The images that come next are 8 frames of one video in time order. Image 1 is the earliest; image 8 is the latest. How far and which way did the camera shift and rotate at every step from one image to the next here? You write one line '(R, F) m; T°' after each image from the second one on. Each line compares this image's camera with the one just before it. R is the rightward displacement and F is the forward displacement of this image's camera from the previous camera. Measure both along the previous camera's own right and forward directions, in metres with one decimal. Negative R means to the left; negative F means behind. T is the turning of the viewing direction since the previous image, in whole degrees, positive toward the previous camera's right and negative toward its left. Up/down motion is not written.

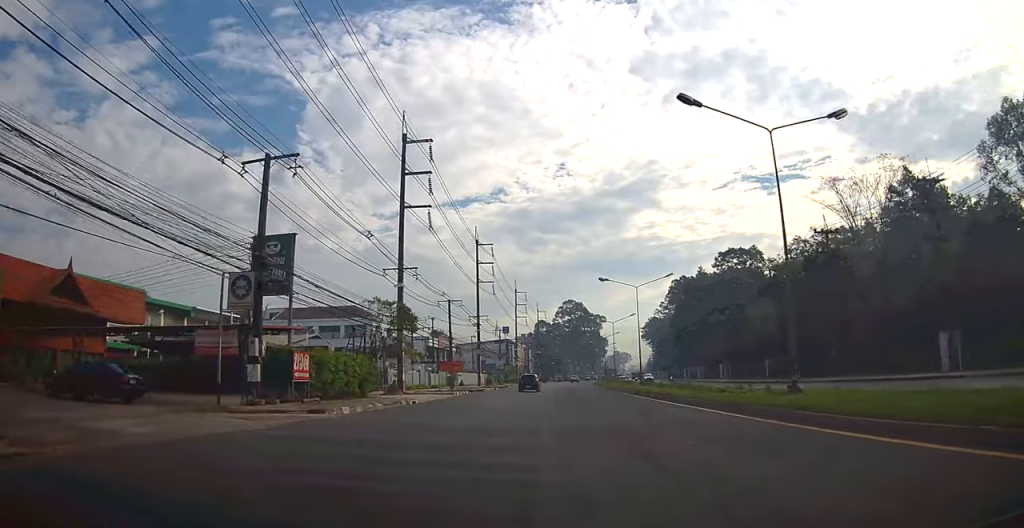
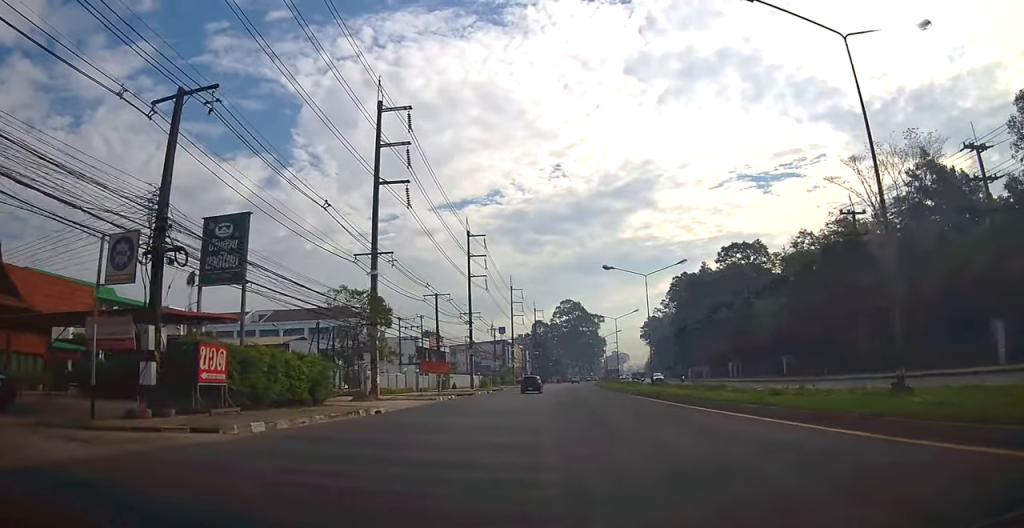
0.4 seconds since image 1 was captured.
(0.0, +5.8) m; 0°
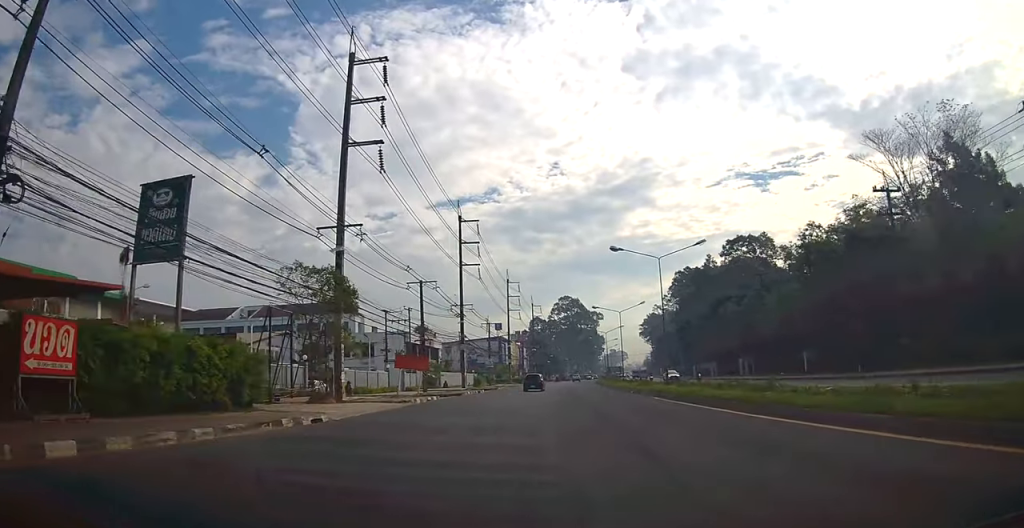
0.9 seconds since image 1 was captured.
(0.0, +5.7) m; 0°
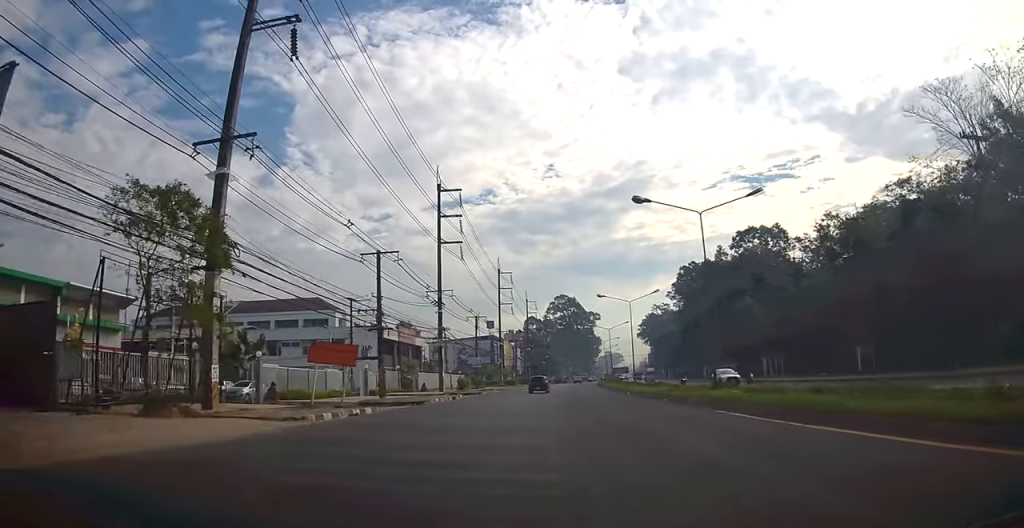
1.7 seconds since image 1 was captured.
(0.0, +11.1) m; 0°
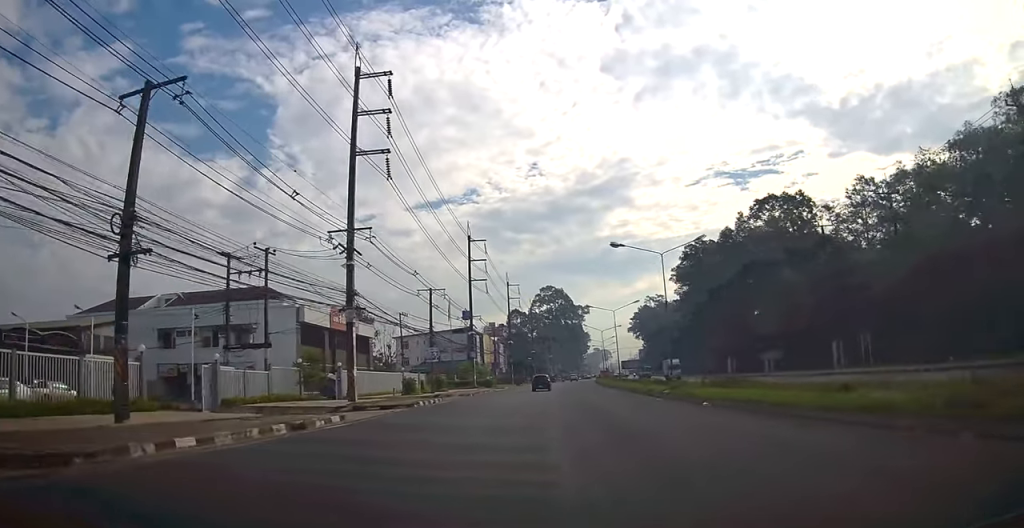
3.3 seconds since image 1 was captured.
(+0.2, +20.8) m; +2°
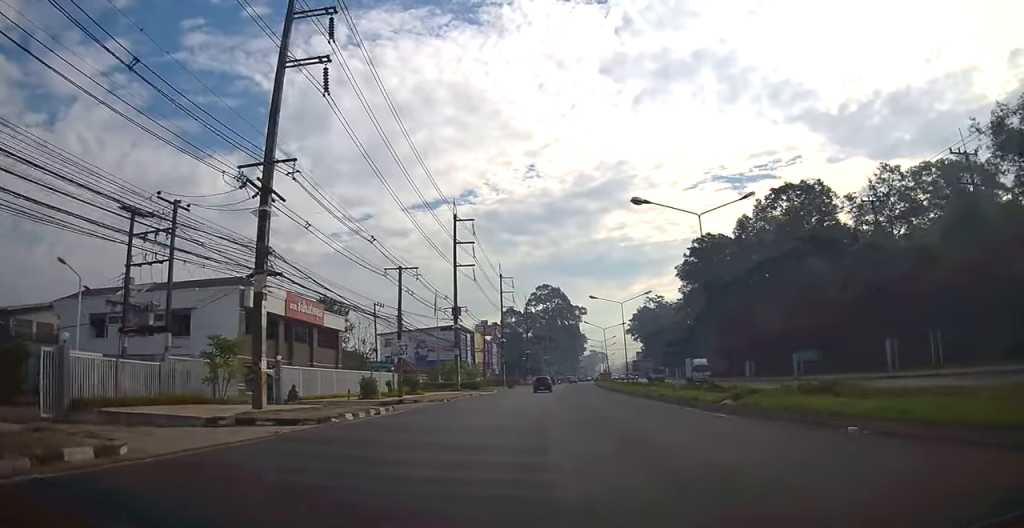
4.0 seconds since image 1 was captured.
(+0.1, +9.4) m; +1°
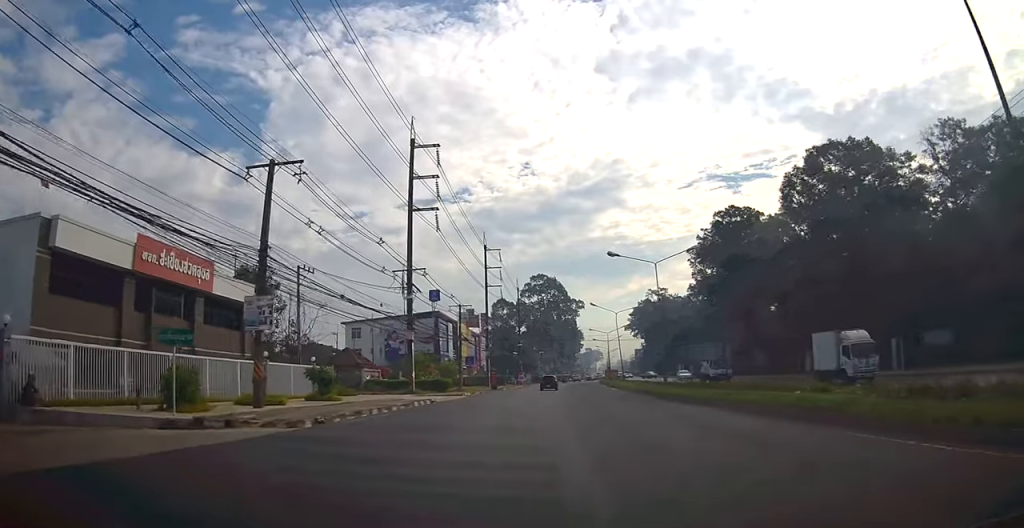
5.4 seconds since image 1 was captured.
(+0.1, +19.1) m; +1°
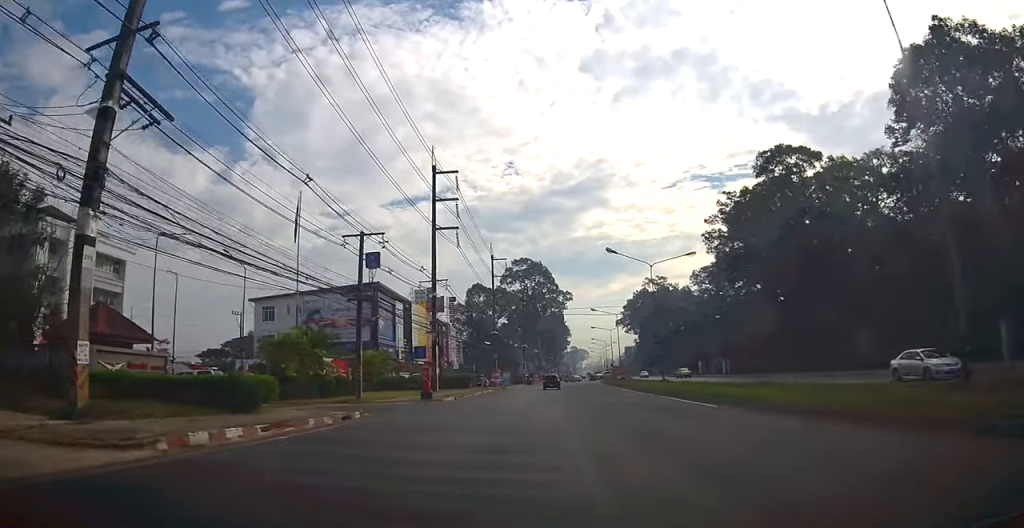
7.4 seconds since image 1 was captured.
(+0.8, +29.6) m; +3°
